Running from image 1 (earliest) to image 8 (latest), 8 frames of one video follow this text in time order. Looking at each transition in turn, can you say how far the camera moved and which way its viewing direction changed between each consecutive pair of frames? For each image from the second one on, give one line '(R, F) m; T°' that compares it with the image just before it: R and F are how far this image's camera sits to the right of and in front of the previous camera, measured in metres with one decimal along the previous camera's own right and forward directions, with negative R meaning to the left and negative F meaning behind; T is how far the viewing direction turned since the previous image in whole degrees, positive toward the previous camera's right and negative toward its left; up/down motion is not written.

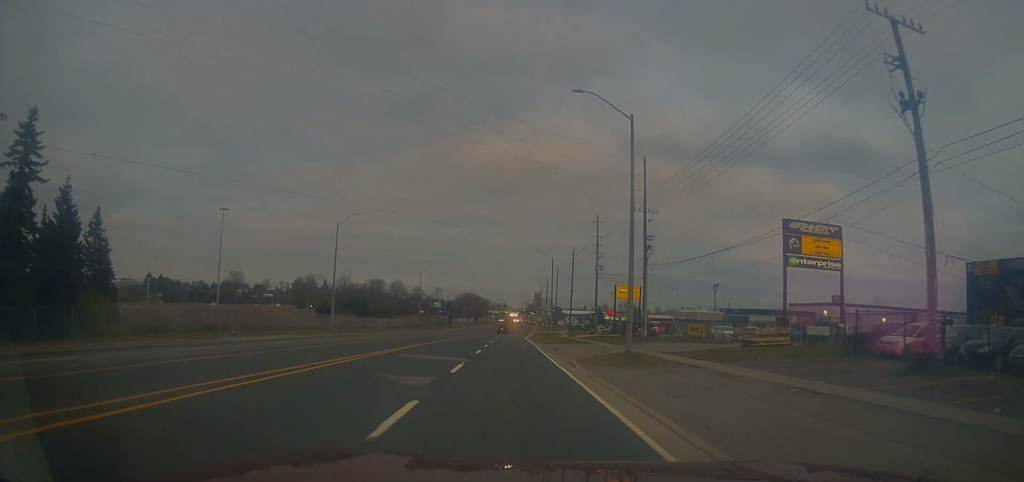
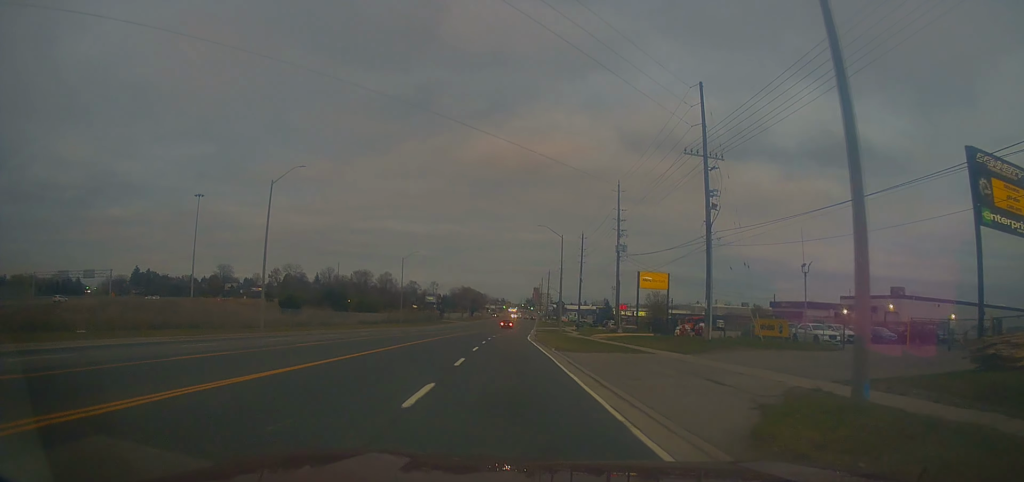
(0.0, +18.3) m; 0°
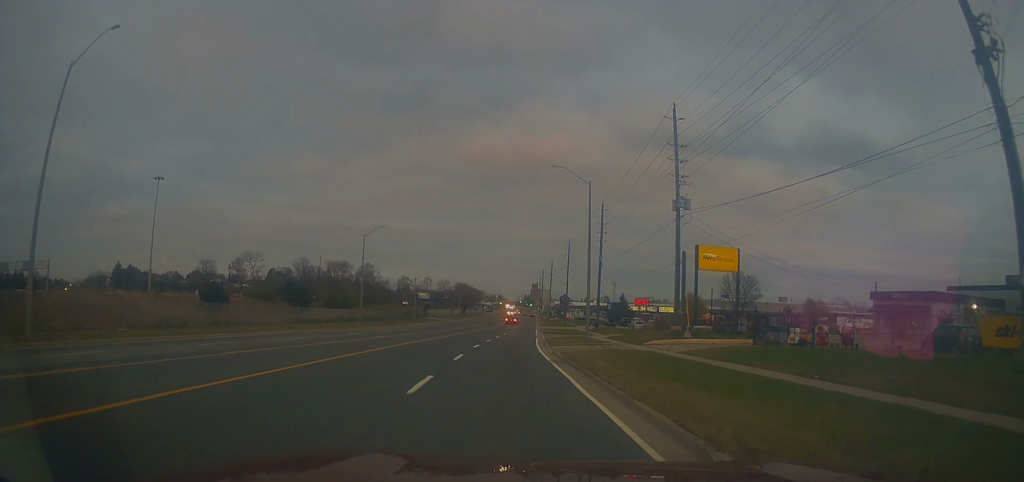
(+1.0, +25.5) m; +2°
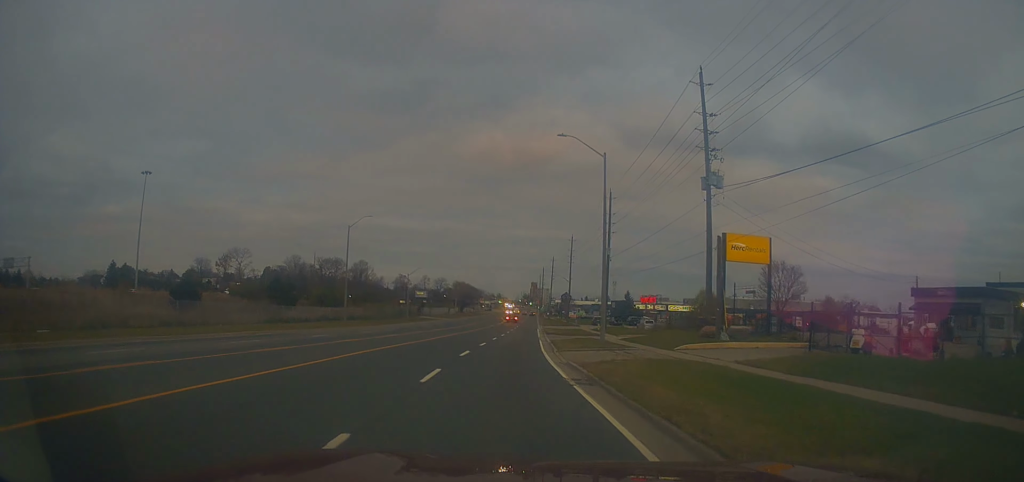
(-0.2, +7.1) m; -1°
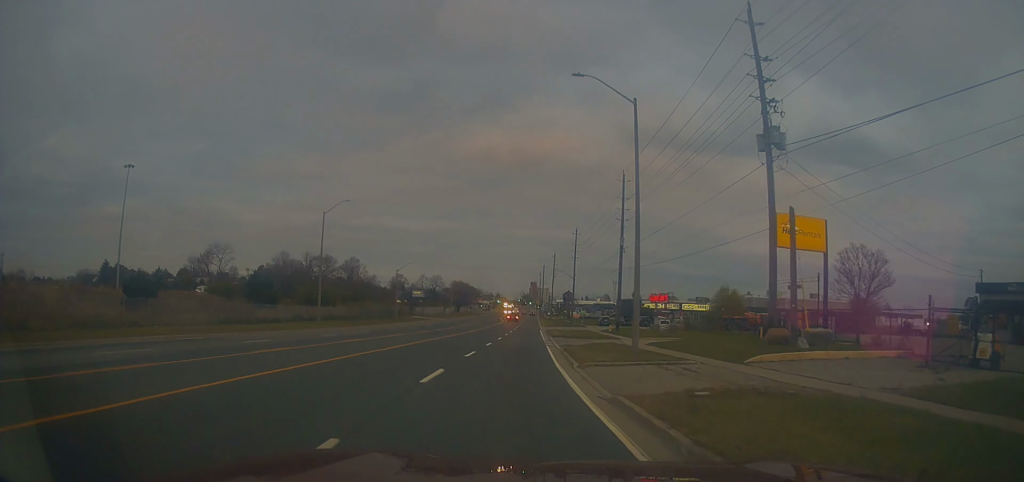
(-0.4, +9.4) m; -2°
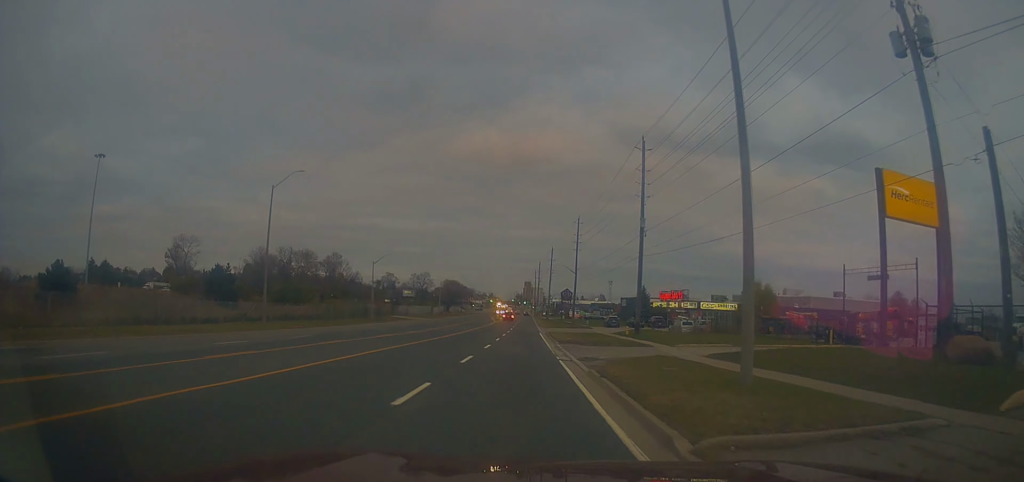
(-0.2, +12.7) m; +1°
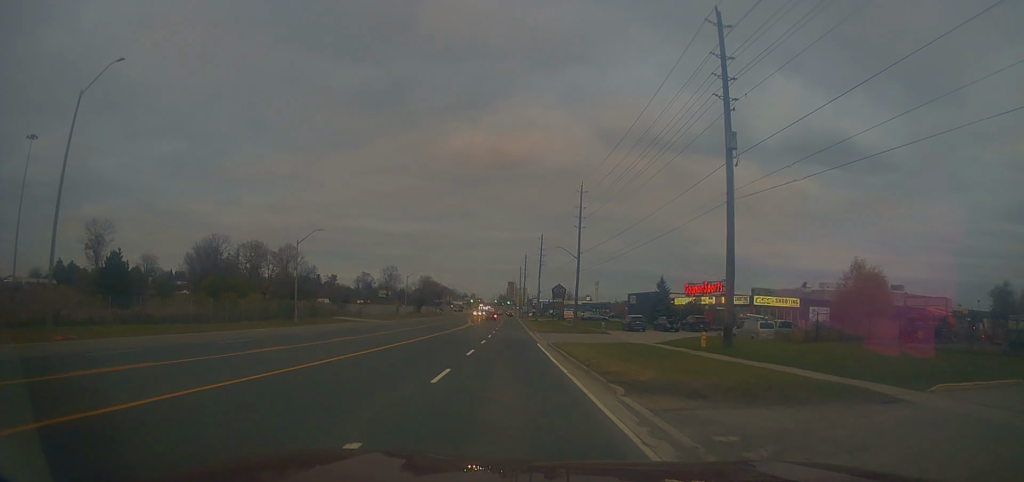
(+0.9, +24.3) m; +5°
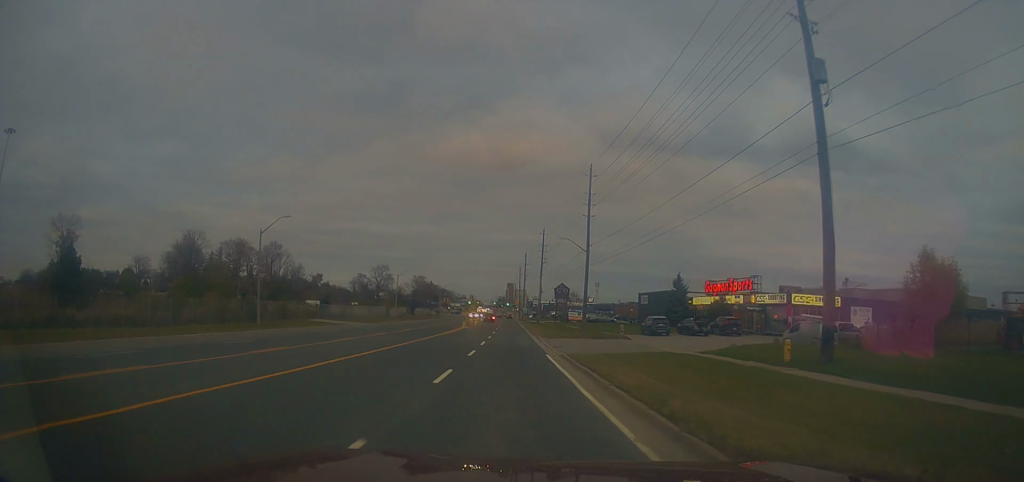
(+0.3, +9.0) m; 0°
